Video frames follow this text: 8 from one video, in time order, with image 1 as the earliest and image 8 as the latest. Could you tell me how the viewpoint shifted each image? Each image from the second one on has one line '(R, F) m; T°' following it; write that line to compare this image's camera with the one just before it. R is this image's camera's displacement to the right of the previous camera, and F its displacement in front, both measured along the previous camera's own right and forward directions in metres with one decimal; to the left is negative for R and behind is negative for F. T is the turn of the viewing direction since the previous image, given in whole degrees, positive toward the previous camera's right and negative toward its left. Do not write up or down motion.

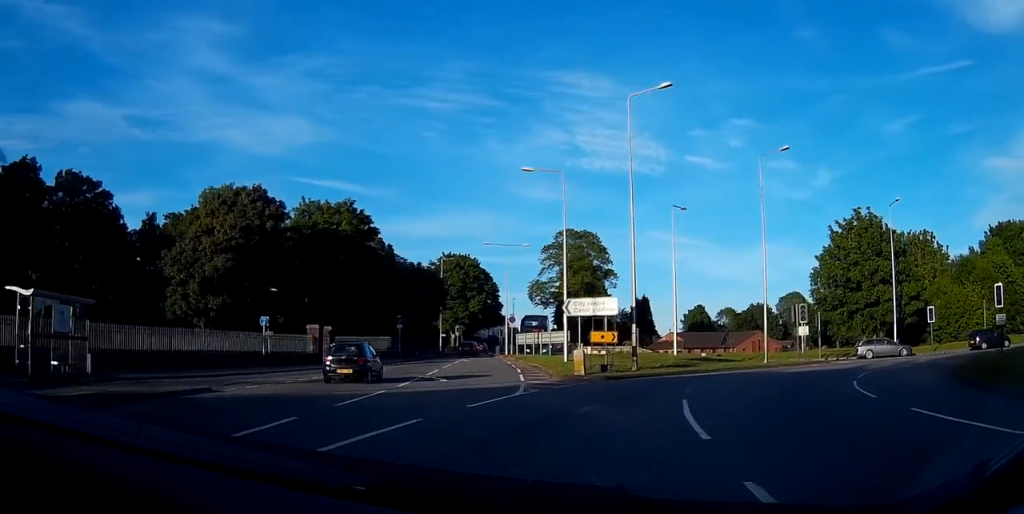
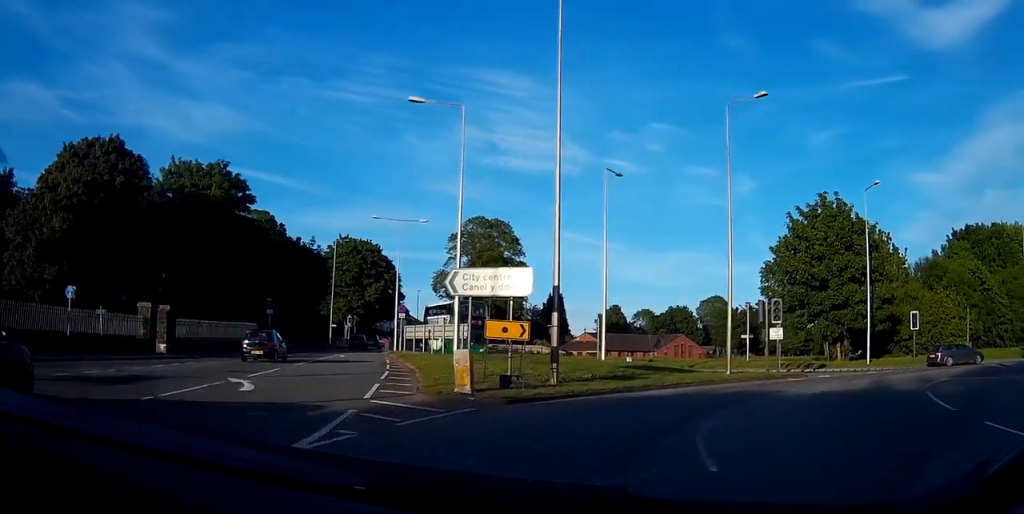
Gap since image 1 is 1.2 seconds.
(+0.3, +10.9) m; +5°
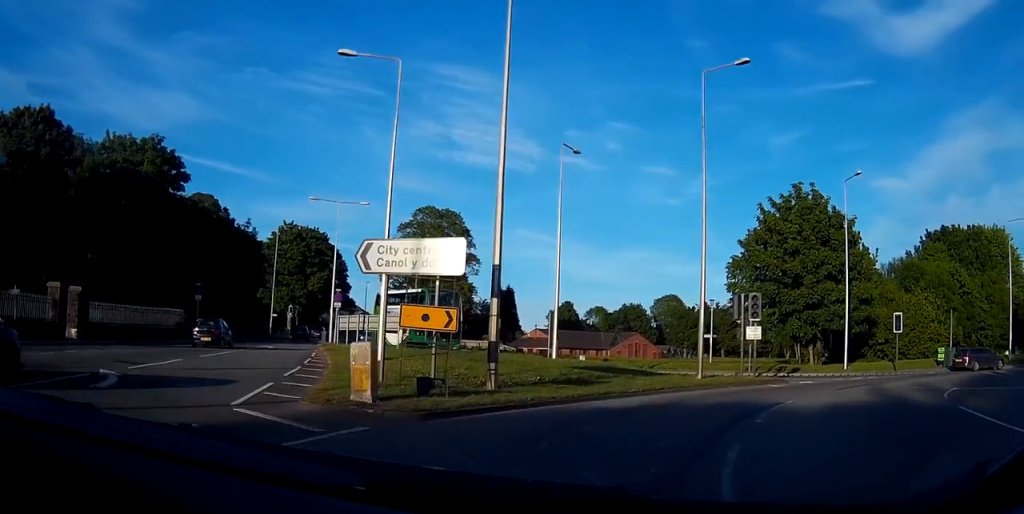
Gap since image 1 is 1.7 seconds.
(+0.2, +4.2) m; +4°
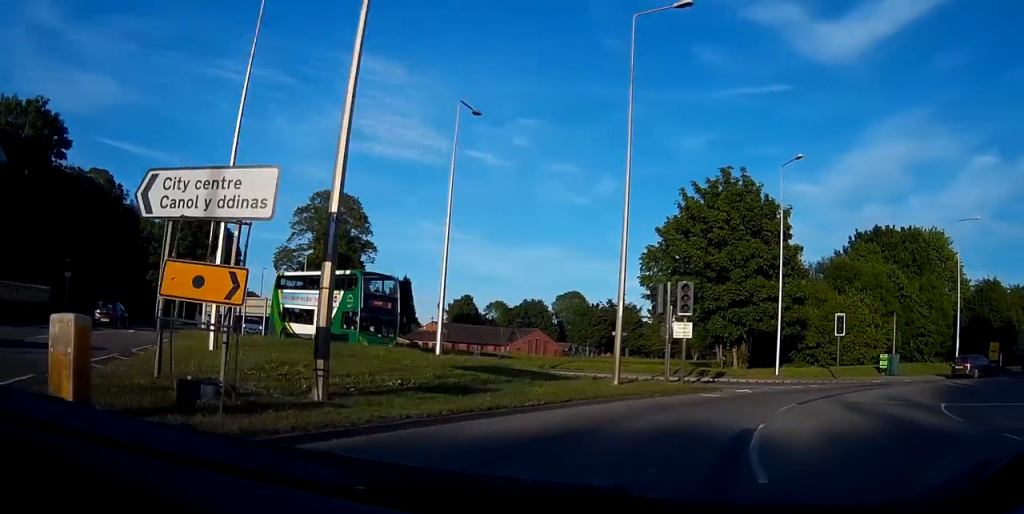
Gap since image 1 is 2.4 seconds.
(+0.1, +5.5) m; +6°
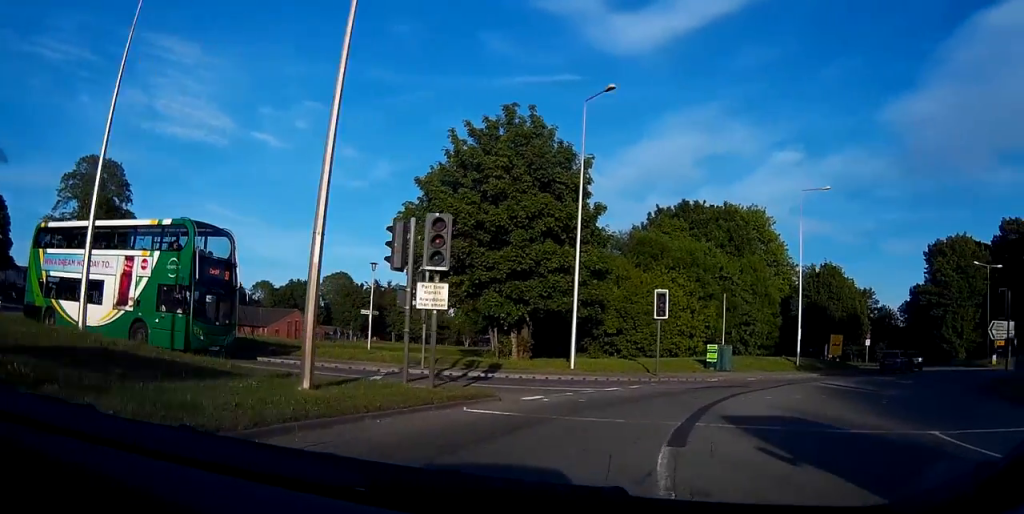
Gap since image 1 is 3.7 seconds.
(+1.8, +10.1) m; +19°
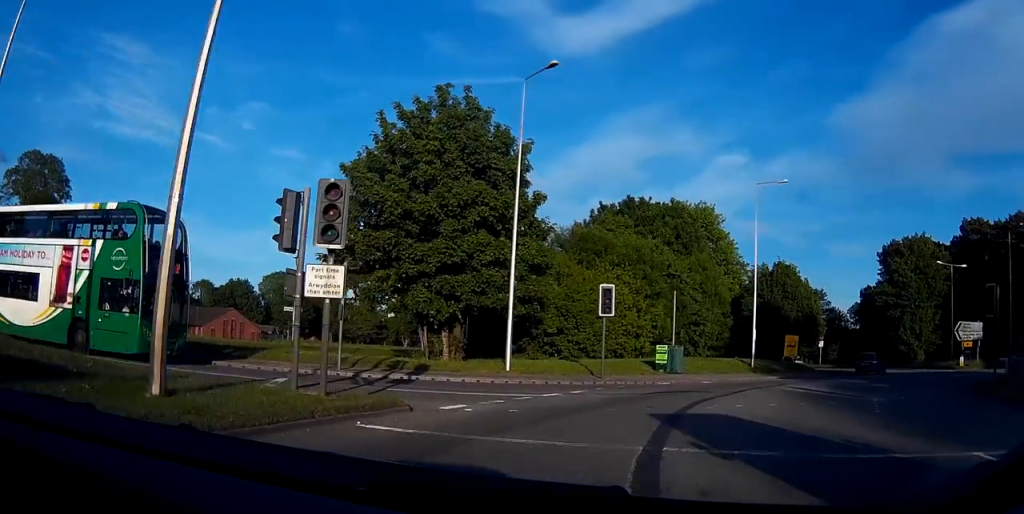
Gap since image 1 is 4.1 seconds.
(+0.2, +3.0) m; +5°
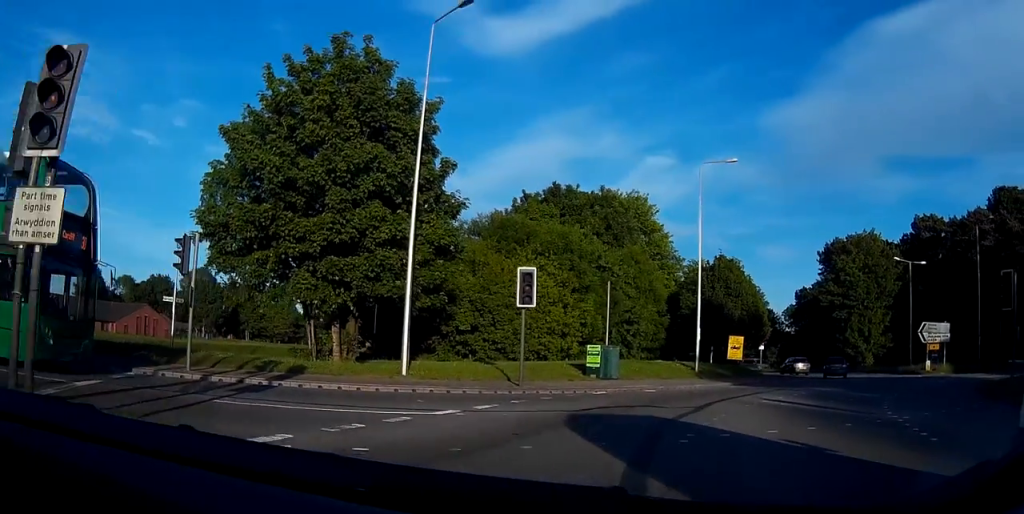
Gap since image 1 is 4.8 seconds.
(+0.4, +5.5) m; +7°
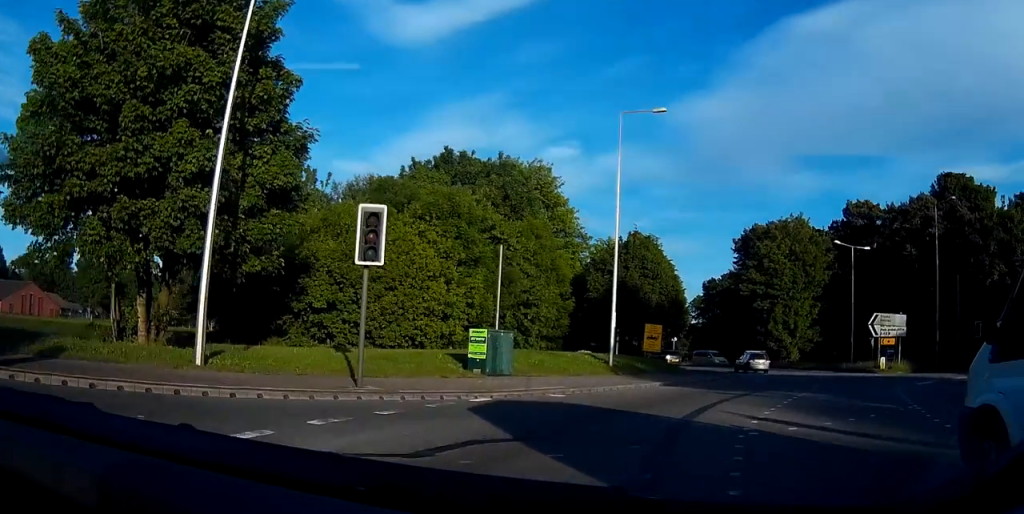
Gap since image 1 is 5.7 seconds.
(+0.6, +7.7) m; +9°
